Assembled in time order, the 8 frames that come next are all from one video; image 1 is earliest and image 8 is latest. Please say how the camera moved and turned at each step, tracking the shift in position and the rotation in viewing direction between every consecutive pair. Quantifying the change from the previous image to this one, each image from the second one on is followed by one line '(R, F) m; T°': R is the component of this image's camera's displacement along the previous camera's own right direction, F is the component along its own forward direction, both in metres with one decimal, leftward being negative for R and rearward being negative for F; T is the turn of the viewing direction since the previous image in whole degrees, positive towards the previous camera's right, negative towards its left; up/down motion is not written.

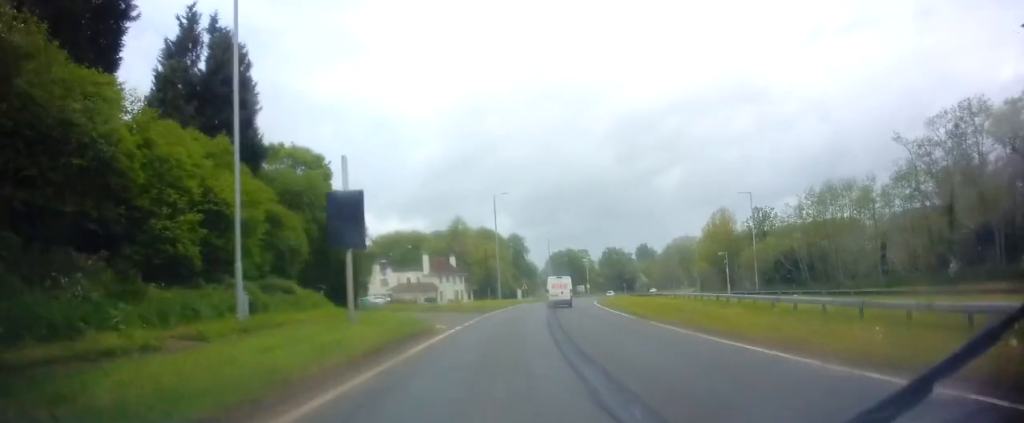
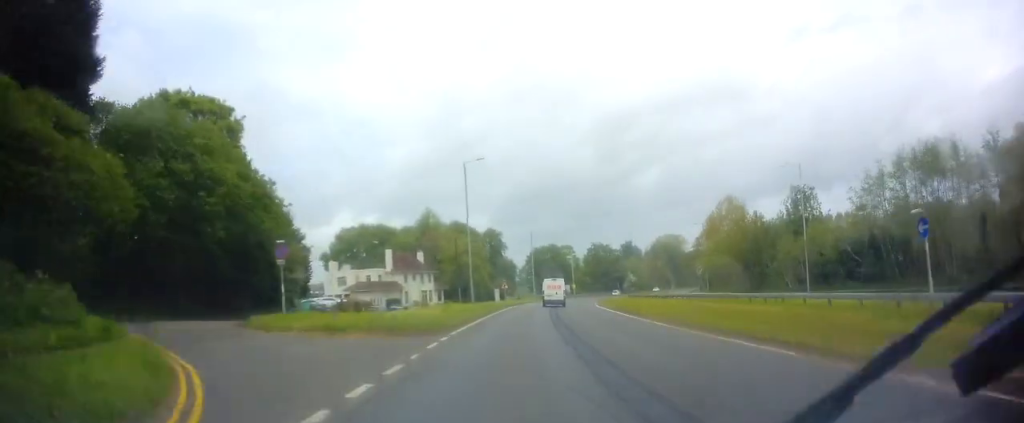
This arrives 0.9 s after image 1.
(+0.2, +16.6) m; +1°
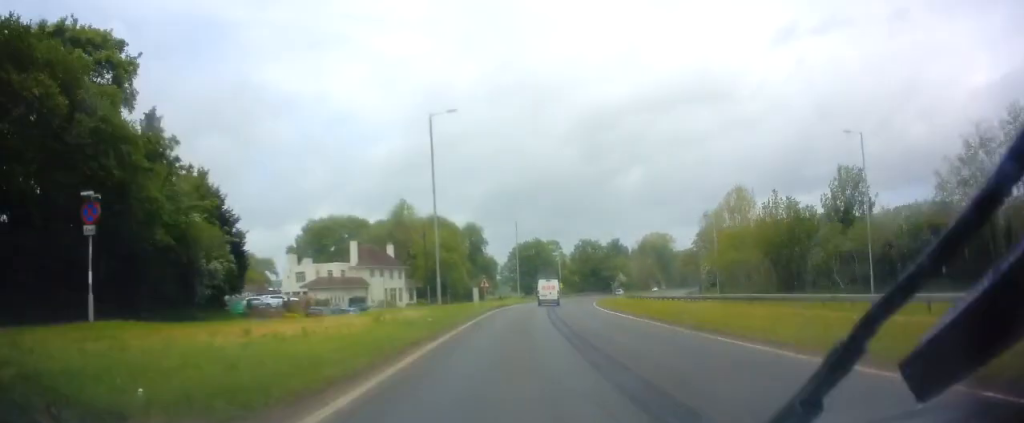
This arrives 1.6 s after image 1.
(-0.2, +12.5) m; +2°
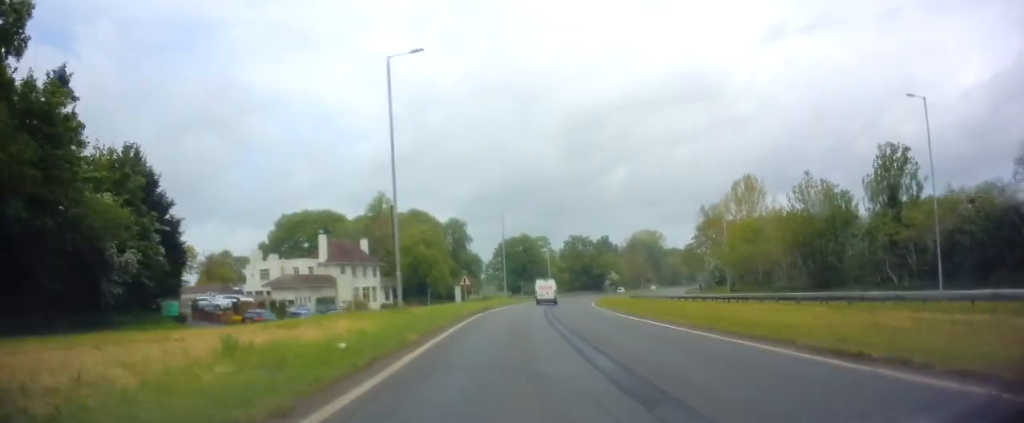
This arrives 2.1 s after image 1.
(+0.4, +9.2) m; +2°
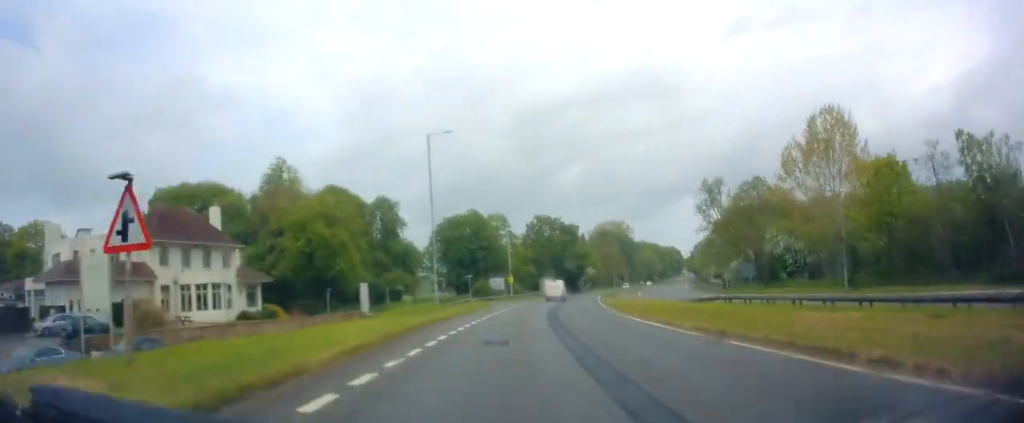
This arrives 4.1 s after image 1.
(+2.4, +36.6) m; +6°
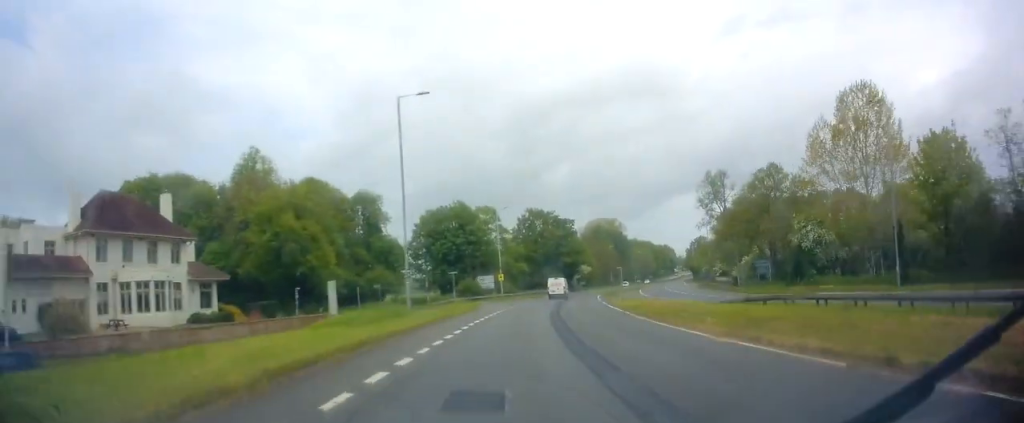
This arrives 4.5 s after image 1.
(0.0, +7.6) m; +1°
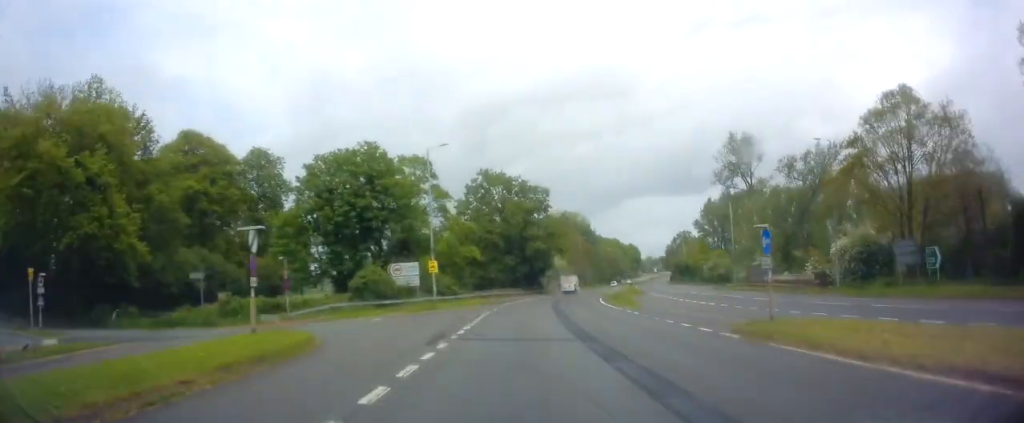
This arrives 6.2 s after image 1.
(+1.3, +33.0) m; +5°
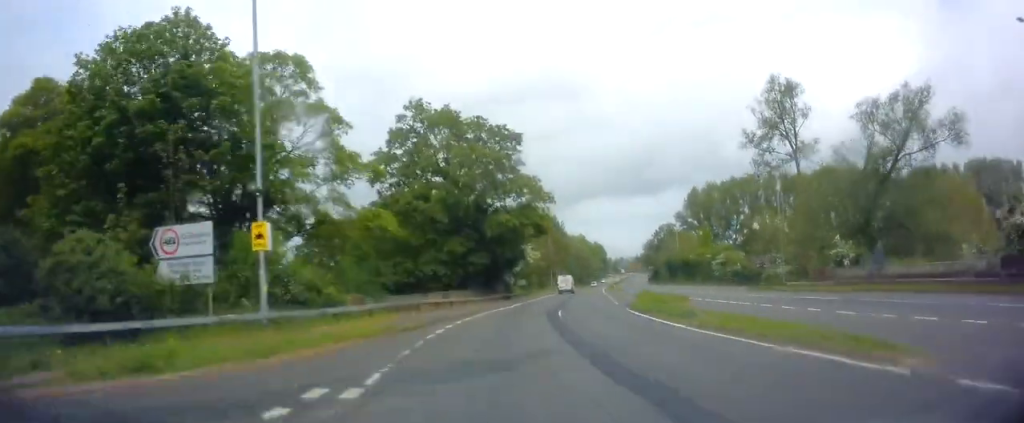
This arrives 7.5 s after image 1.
(+0.8, +25.7) m; +4°
